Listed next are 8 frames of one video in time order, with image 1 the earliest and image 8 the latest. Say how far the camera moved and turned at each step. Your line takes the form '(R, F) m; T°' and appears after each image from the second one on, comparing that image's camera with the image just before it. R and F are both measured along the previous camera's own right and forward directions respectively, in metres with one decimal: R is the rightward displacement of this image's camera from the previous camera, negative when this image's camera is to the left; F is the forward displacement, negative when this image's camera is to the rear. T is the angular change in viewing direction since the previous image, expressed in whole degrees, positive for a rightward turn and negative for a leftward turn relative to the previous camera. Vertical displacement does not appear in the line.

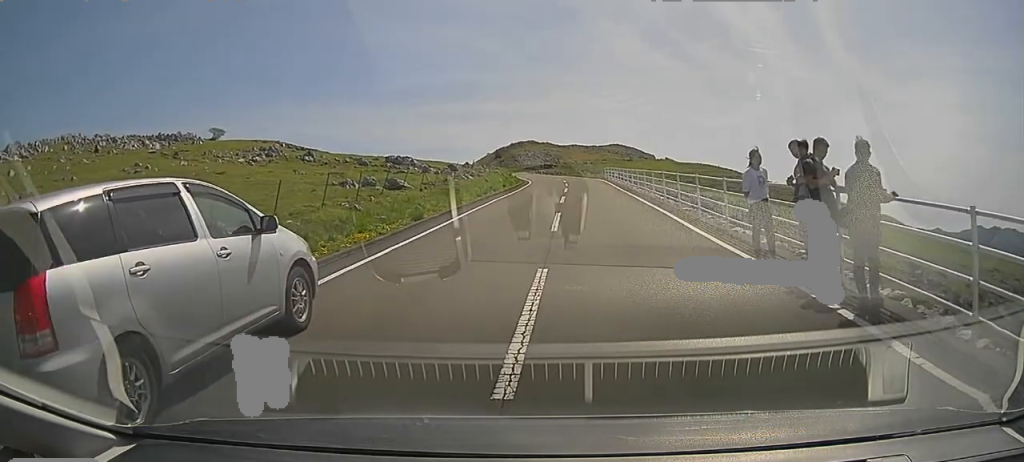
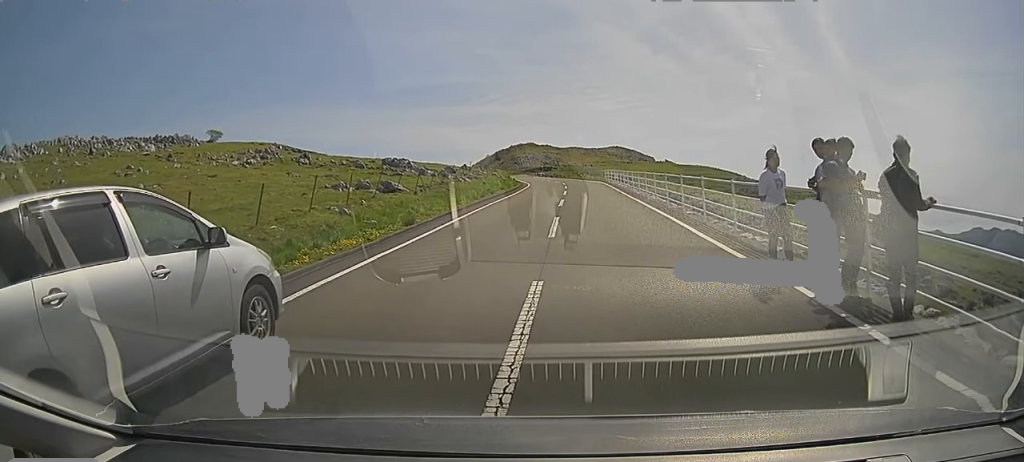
(0.0, +0.5) m; 0°
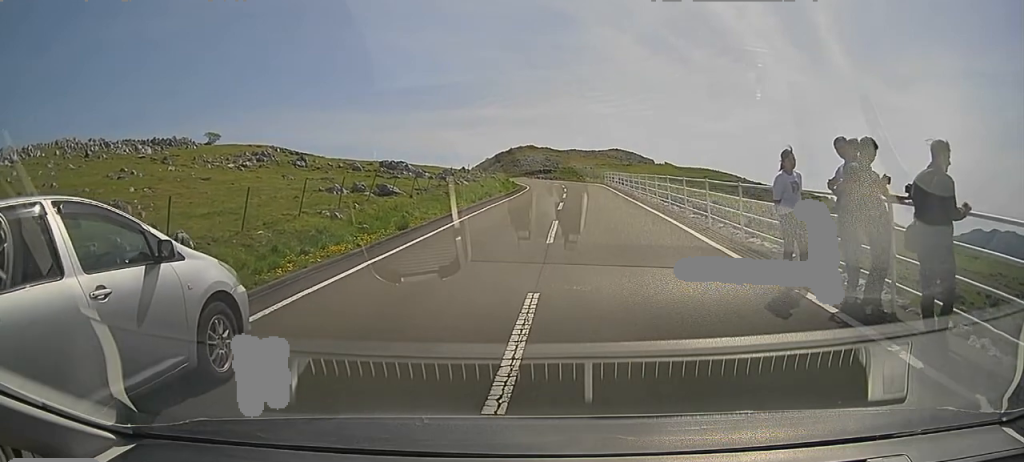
(0.0, +0.4) m; 0°
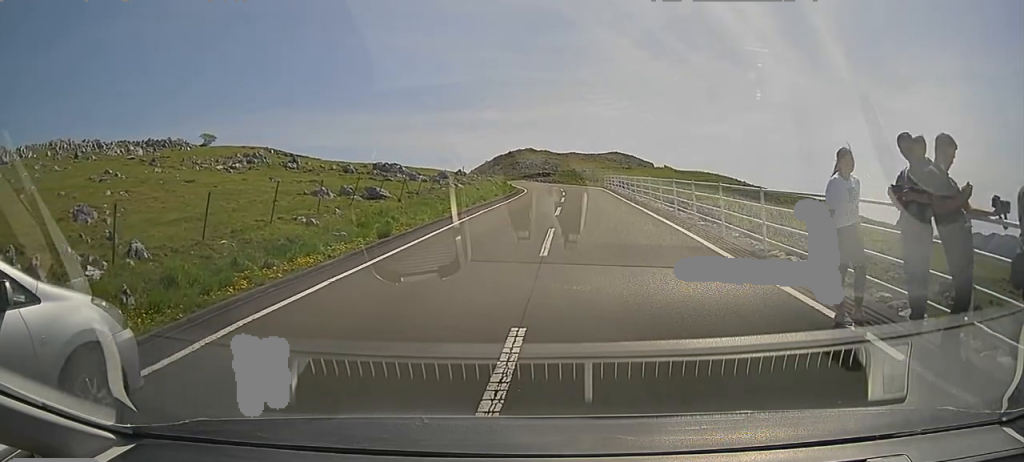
(-0.1, +1.6) m; -7°
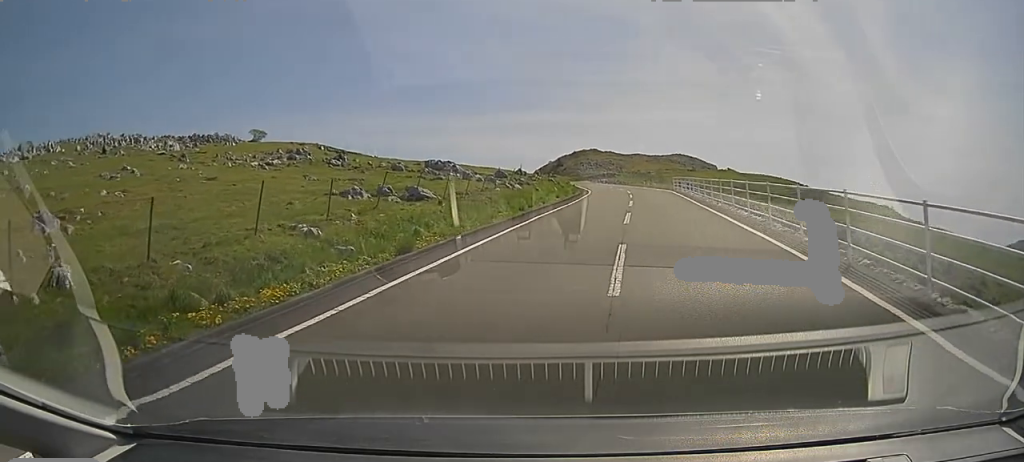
(-0.4, +3.5) m; -7°
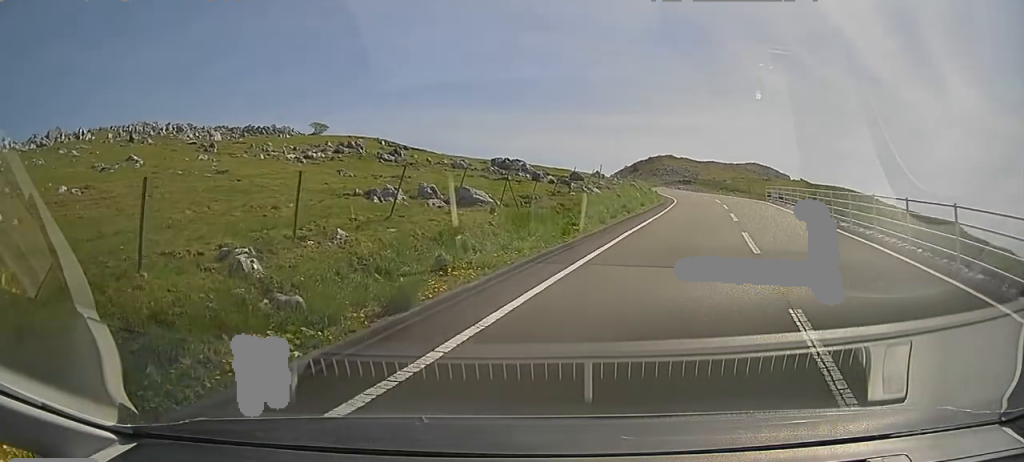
(0.0, +5.6) m; +2°
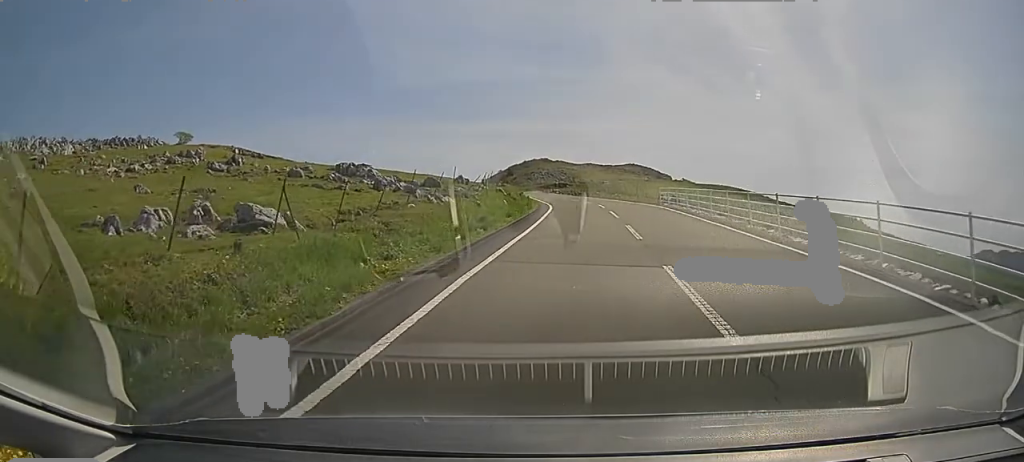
(+0.2, +6.7) m; +3°
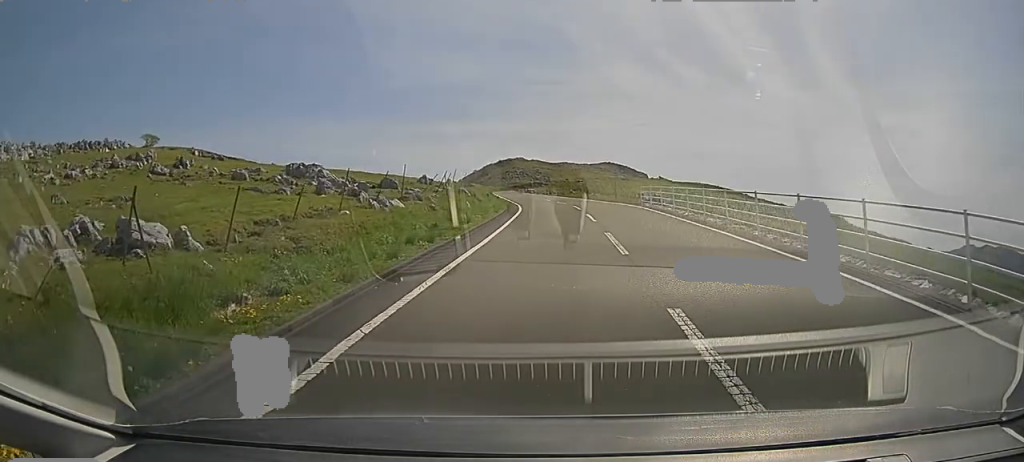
(0.0, +3.8) m; +1°
